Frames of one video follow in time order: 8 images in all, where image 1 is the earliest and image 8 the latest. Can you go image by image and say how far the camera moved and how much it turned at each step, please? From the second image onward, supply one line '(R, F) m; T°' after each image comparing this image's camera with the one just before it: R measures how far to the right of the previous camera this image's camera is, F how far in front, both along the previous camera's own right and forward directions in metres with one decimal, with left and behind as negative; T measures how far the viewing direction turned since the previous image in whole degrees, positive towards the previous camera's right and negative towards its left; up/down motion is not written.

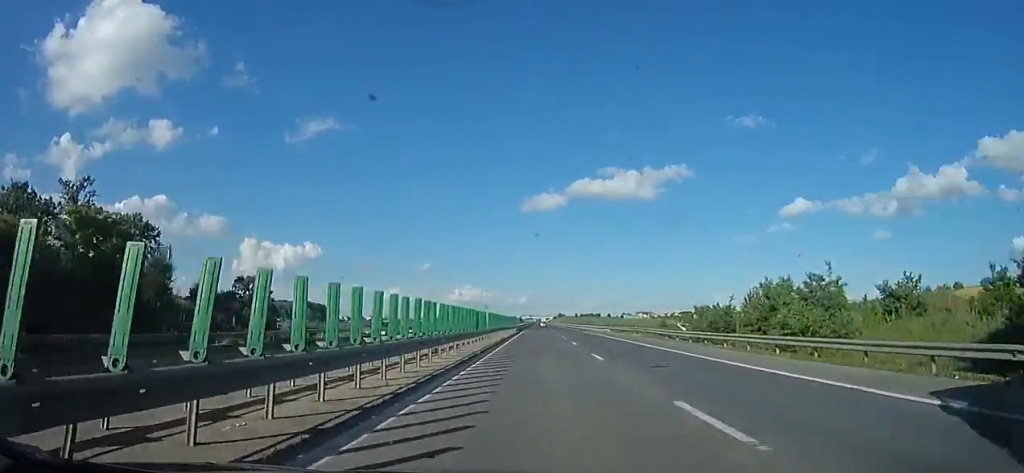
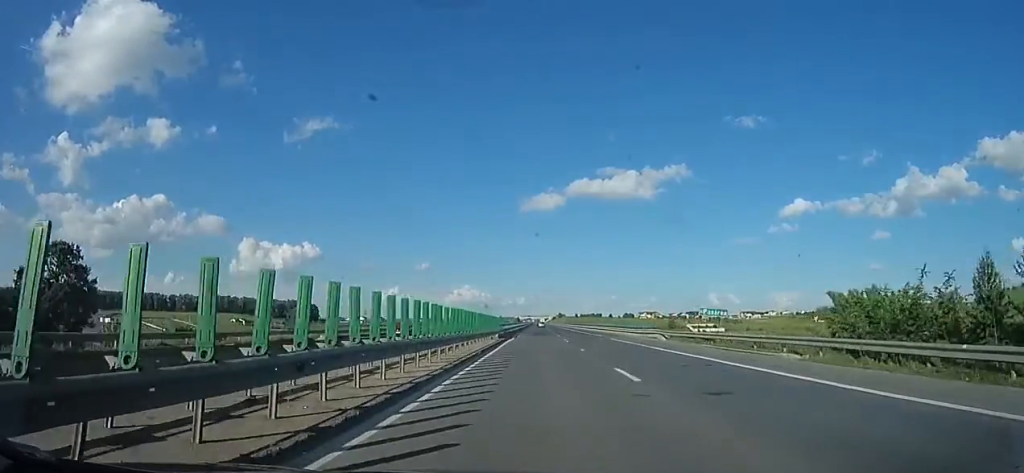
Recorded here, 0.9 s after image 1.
(0.0, +29.6) m; 0°
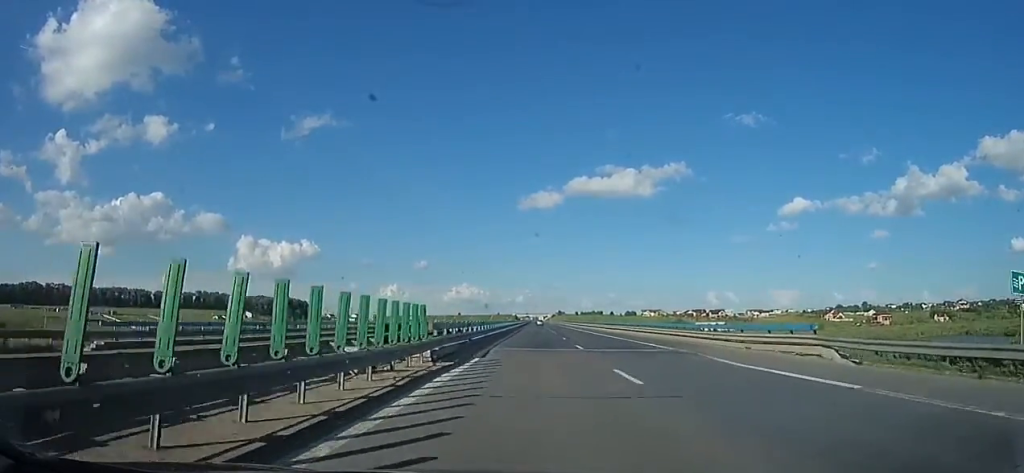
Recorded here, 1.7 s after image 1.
(0.0, +24.4) m; +1°
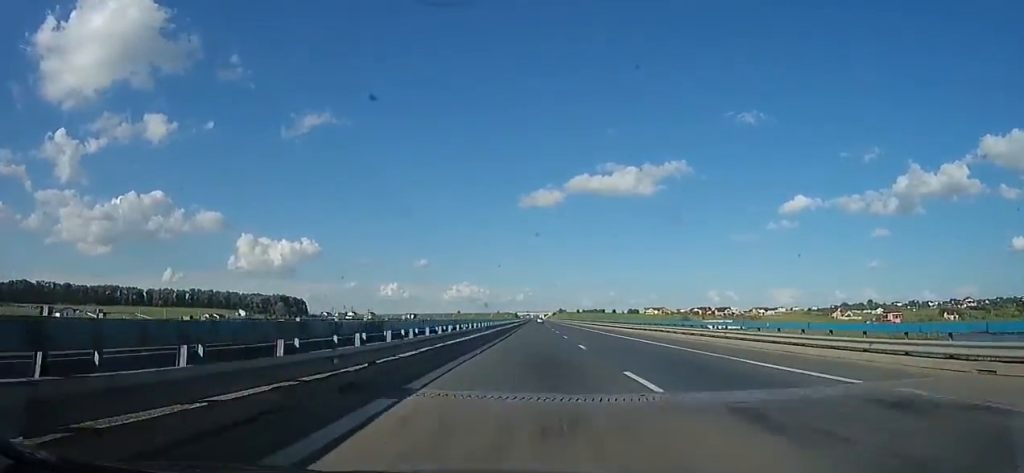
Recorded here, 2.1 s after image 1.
(+0.2, +13.8) m; 0°
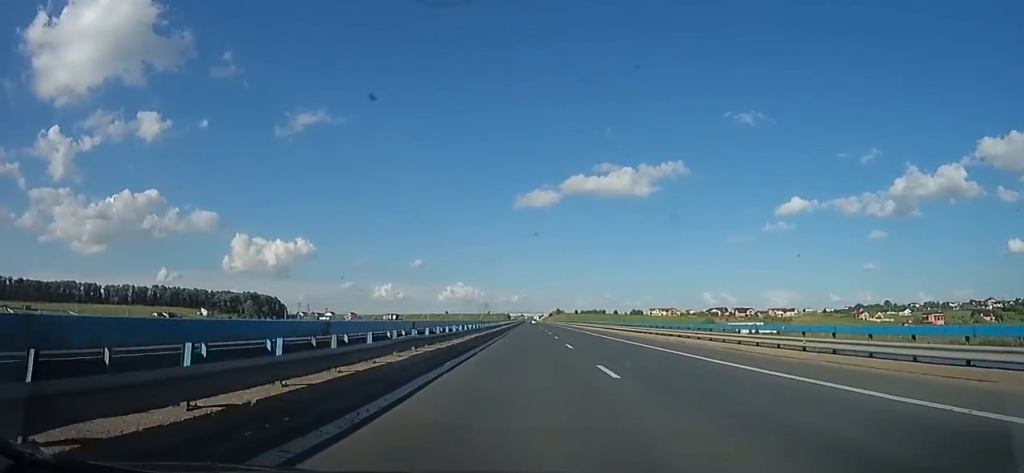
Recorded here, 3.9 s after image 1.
(-0.4, +56.8) m; -1°
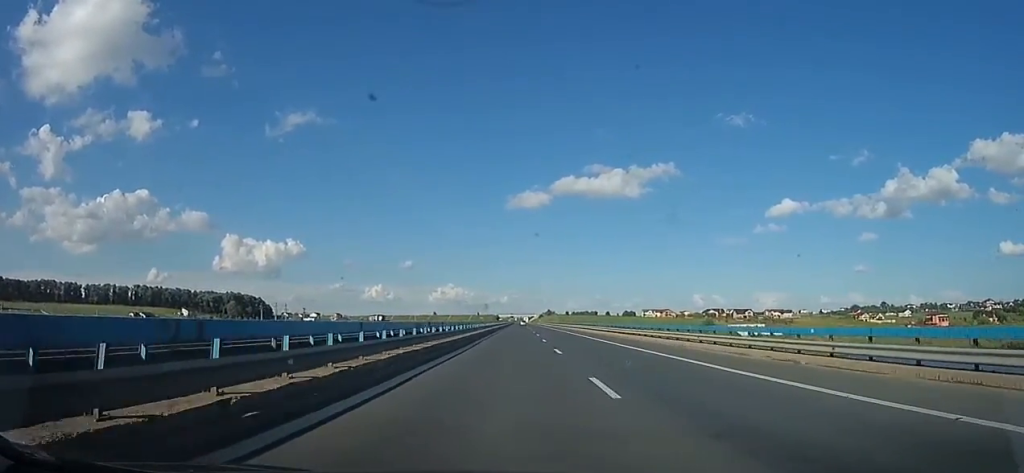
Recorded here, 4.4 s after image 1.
(-0.1, +14.8) m; 0°
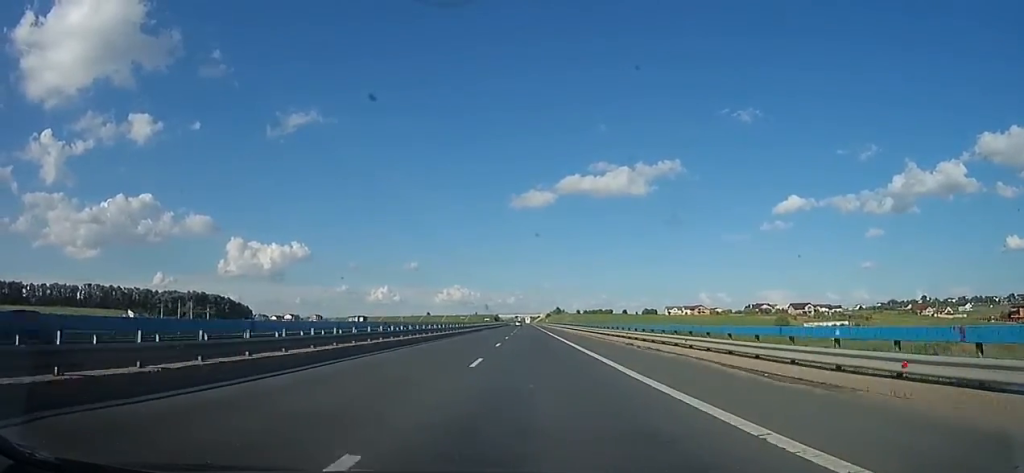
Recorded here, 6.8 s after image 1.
(+0.9, +78.6) m; +3°
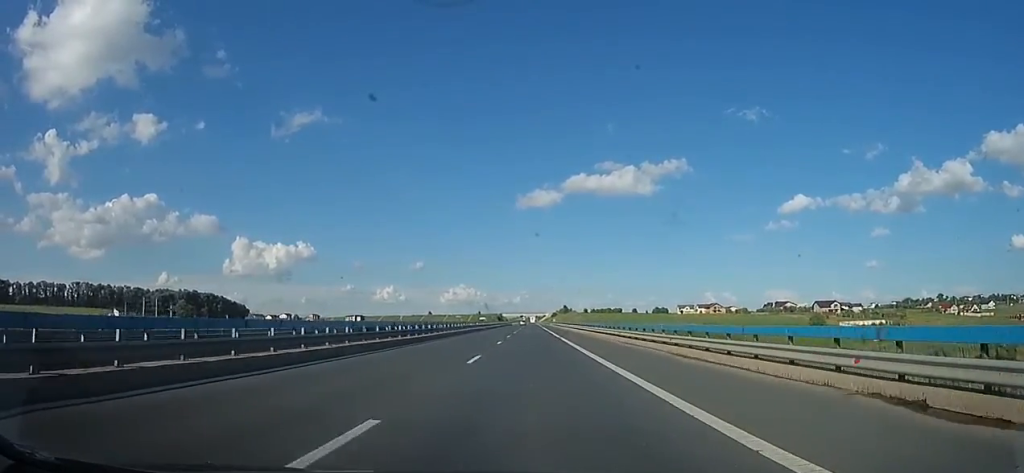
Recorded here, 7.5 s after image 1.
(+1.3, +22.2) m; 0°
